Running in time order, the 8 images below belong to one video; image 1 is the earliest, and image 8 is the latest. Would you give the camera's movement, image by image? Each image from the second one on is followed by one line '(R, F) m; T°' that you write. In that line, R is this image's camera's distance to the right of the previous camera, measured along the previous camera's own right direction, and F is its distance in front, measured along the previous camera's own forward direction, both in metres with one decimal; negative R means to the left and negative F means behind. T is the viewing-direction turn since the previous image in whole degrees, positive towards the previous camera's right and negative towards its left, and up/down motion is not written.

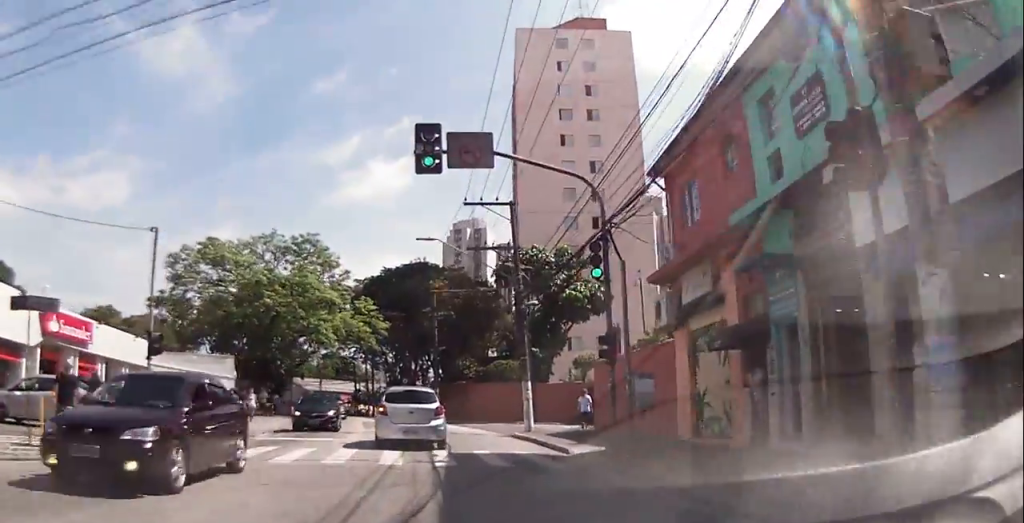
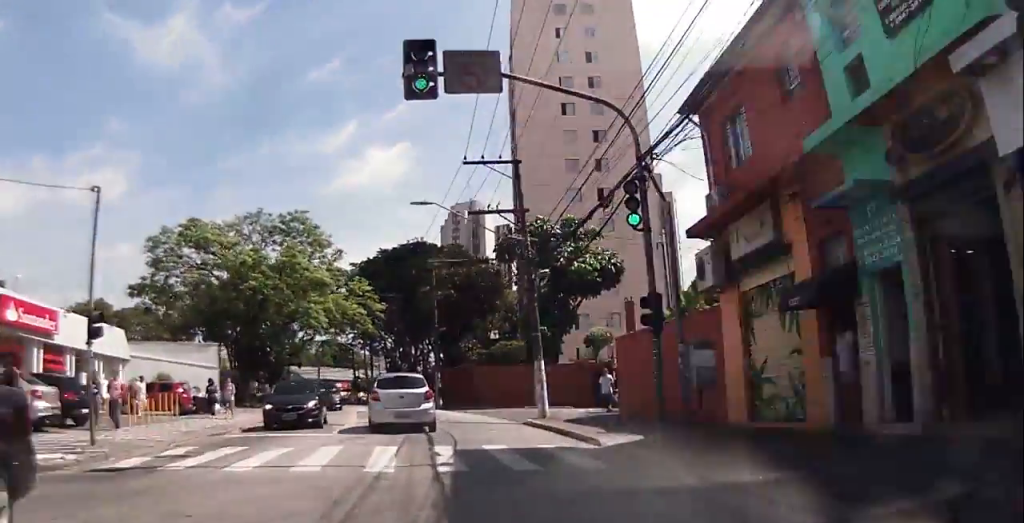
(-0.1, +2.6) m; +3°
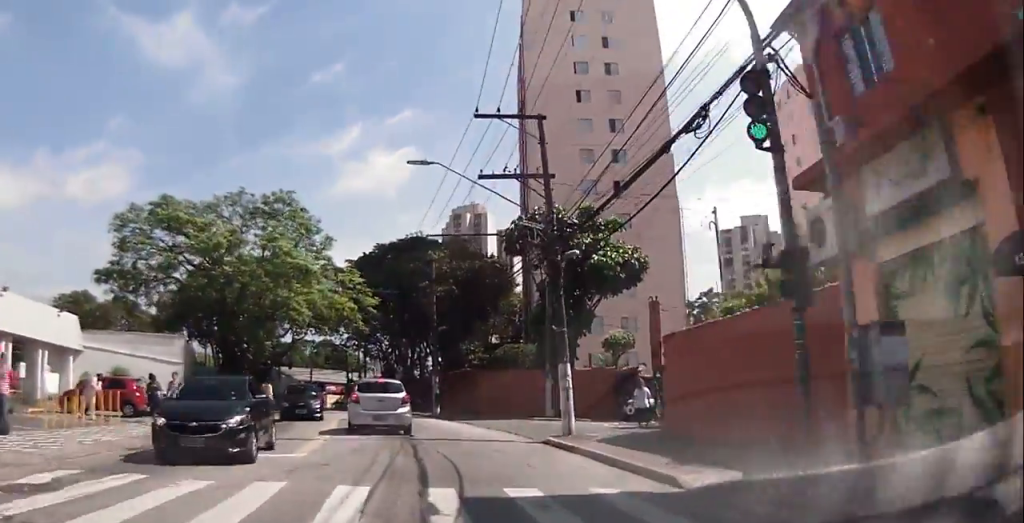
(+0.3, +4.2) m; +1°
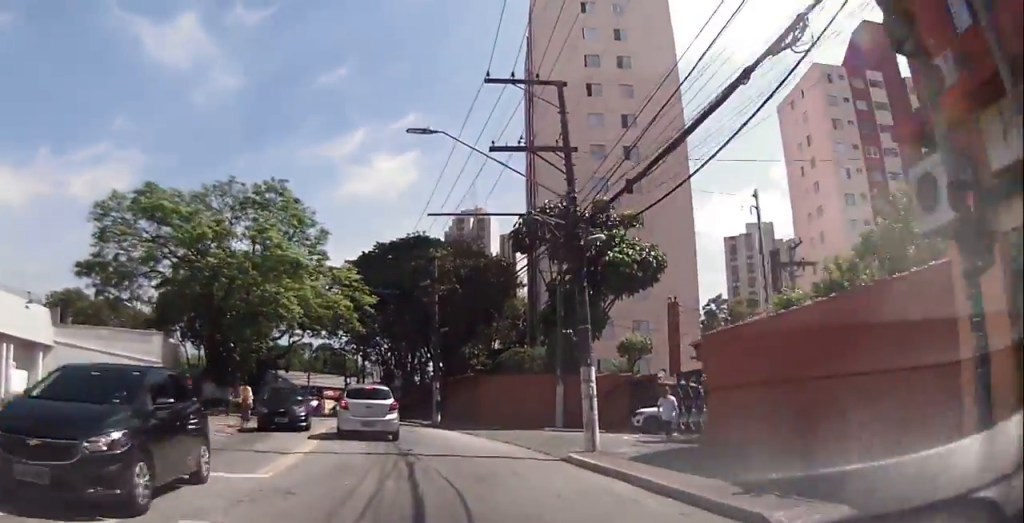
(+0.2, +2.2) m; 0°
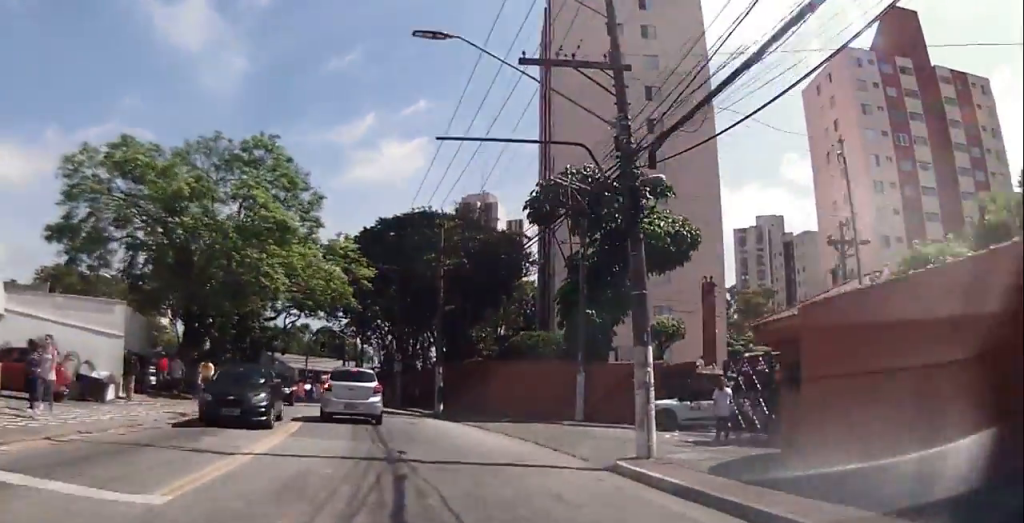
(-0.3, +3.8) m; -5°
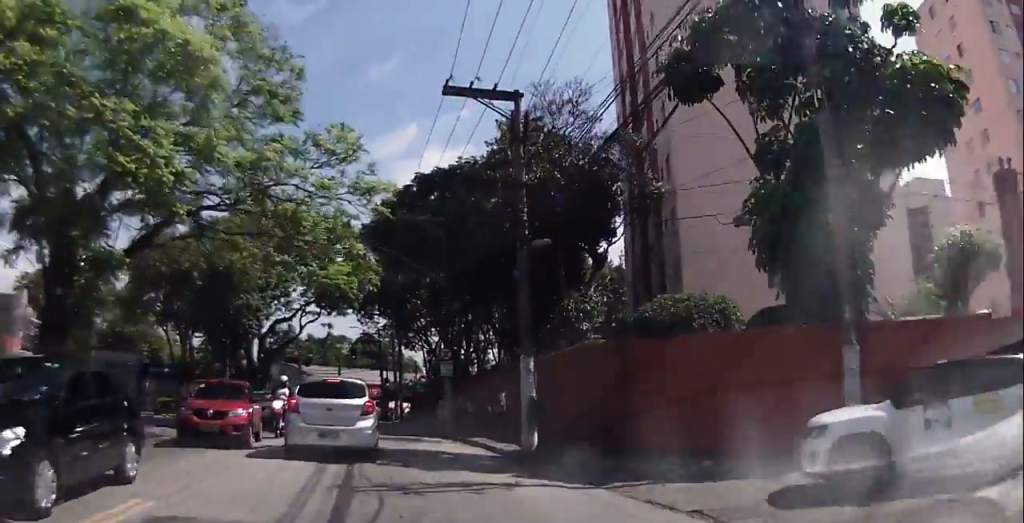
(-2.1, +15.4) m; -12°
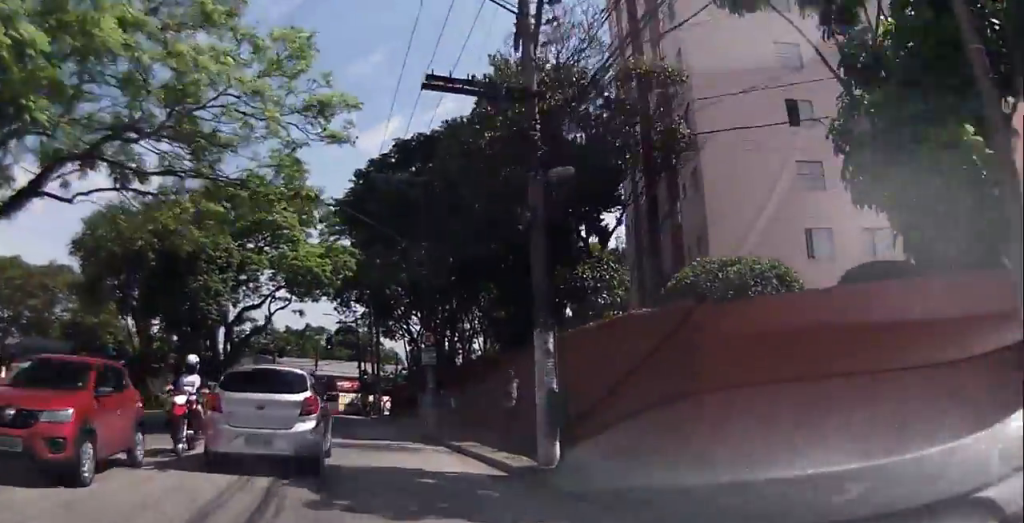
(-0.1, +5.2) m; 0°
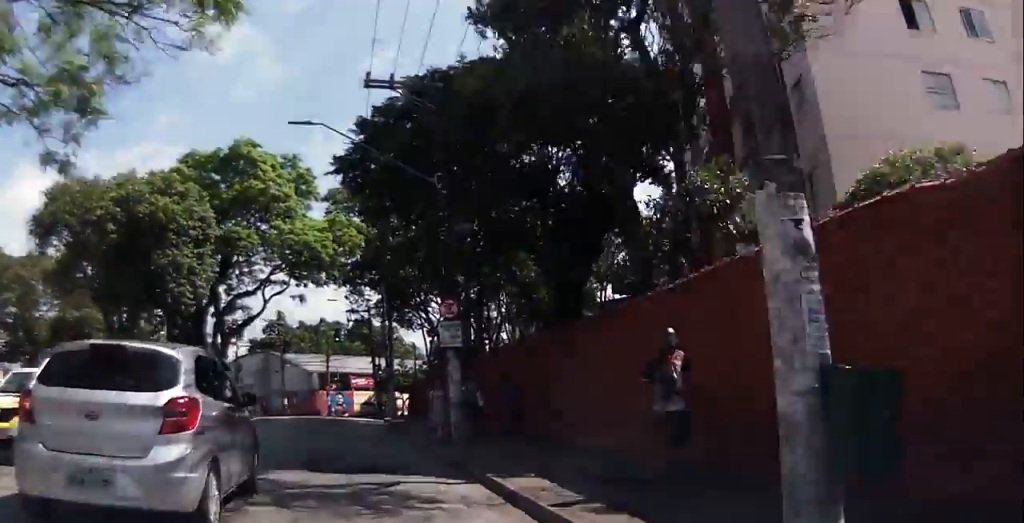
(+0.1, +7.8) m; +1°
